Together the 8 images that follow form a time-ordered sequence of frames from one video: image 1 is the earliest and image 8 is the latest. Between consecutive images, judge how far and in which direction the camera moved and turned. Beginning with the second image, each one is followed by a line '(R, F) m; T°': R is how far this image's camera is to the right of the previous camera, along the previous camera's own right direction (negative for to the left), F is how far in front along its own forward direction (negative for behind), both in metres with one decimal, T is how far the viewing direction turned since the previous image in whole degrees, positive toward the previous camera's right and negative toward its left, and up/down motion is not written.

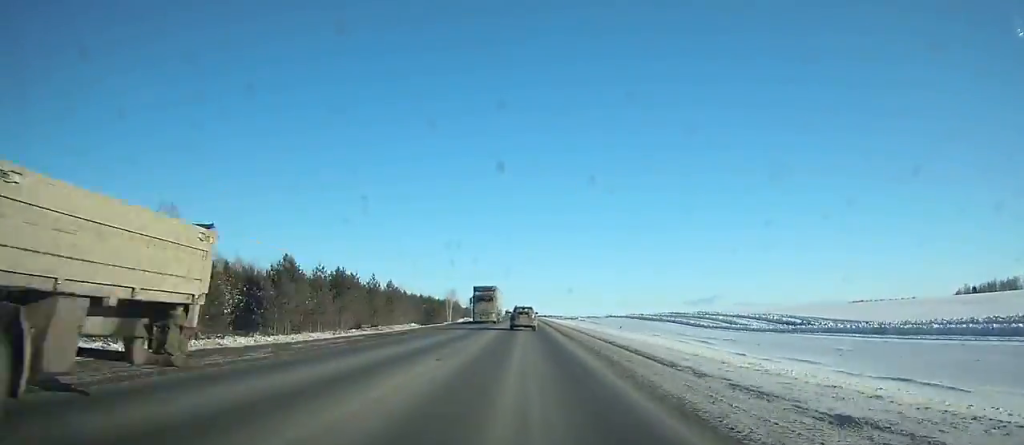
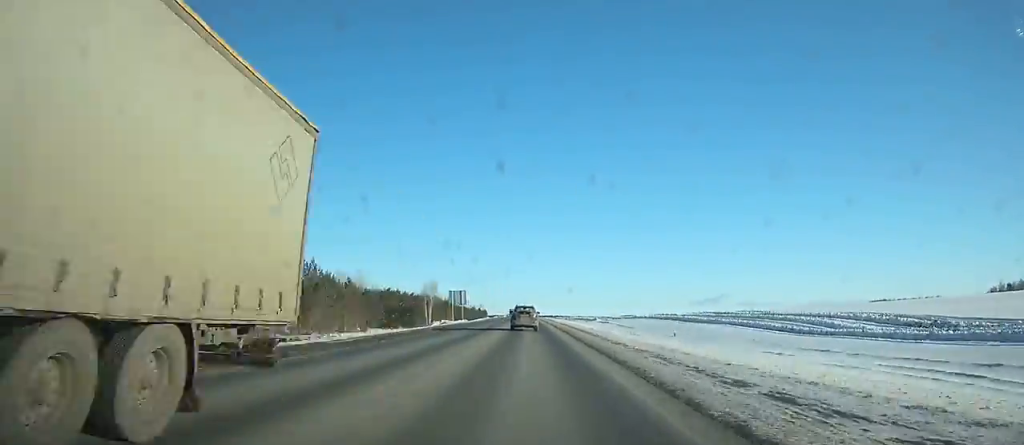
(+0.1, +37.8) m; 0°
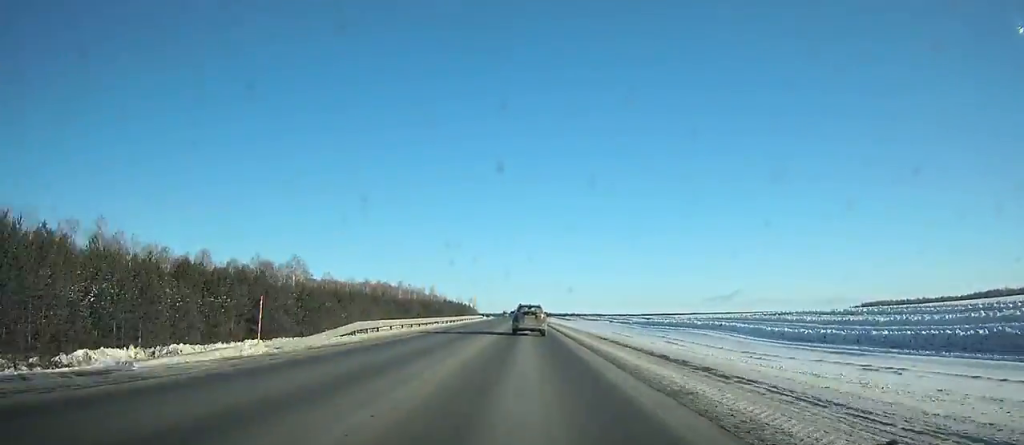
(-1.7, +186.0) m; -1°
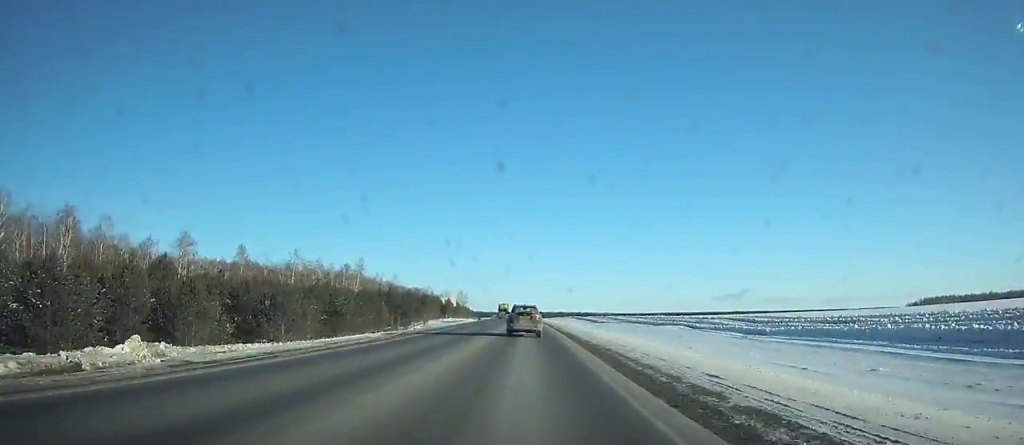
(-0.7, +108.7) m; -1°
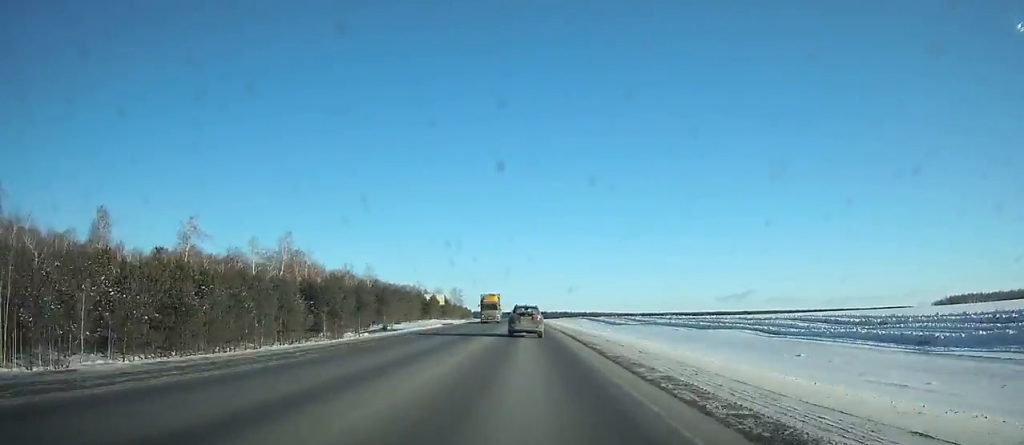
(0.0, +39.8) m; 0°
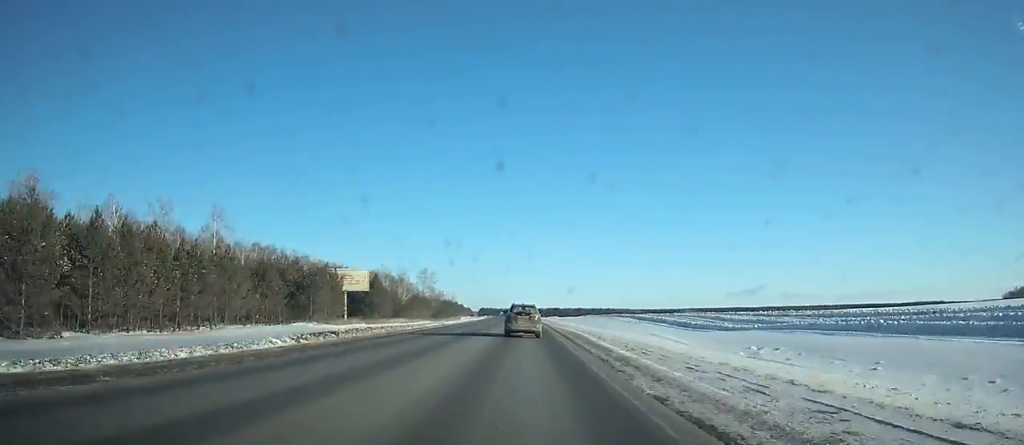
(-1.0, +92.9) m; -1°
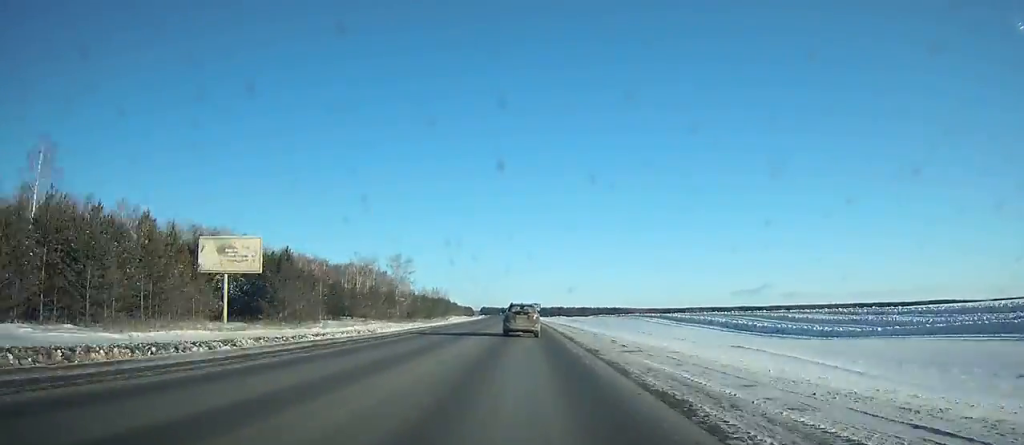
(-0.2, +36.2) m; 0°
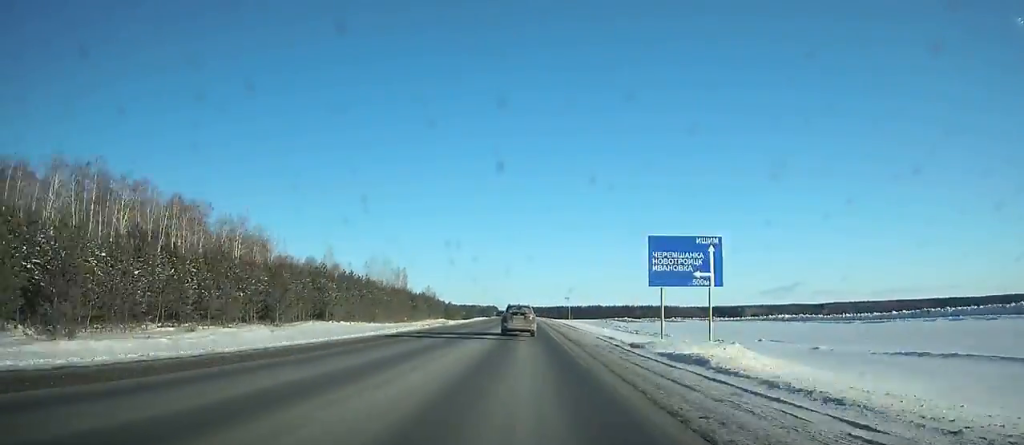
(-2.7, +149.7) m; -3°
